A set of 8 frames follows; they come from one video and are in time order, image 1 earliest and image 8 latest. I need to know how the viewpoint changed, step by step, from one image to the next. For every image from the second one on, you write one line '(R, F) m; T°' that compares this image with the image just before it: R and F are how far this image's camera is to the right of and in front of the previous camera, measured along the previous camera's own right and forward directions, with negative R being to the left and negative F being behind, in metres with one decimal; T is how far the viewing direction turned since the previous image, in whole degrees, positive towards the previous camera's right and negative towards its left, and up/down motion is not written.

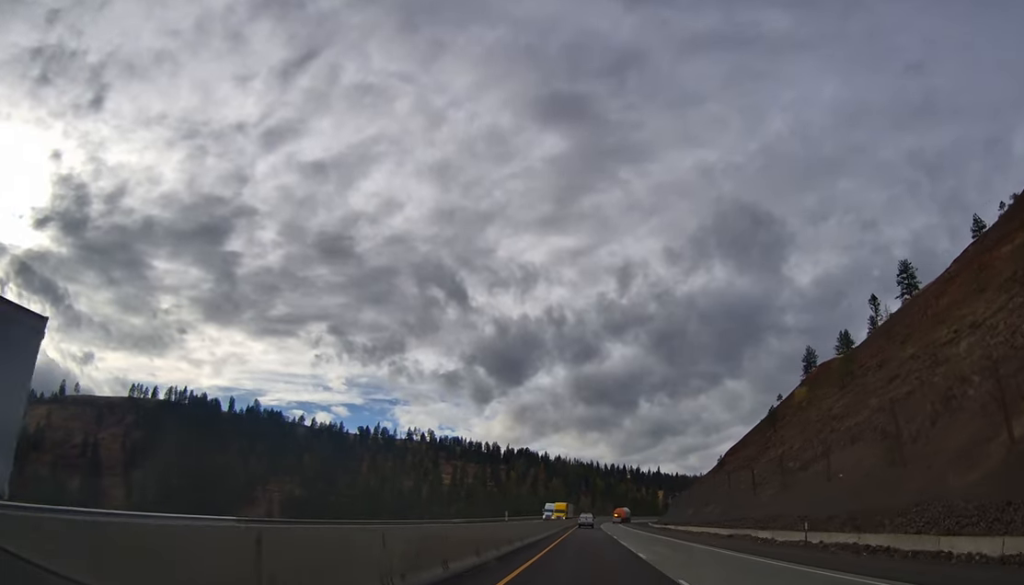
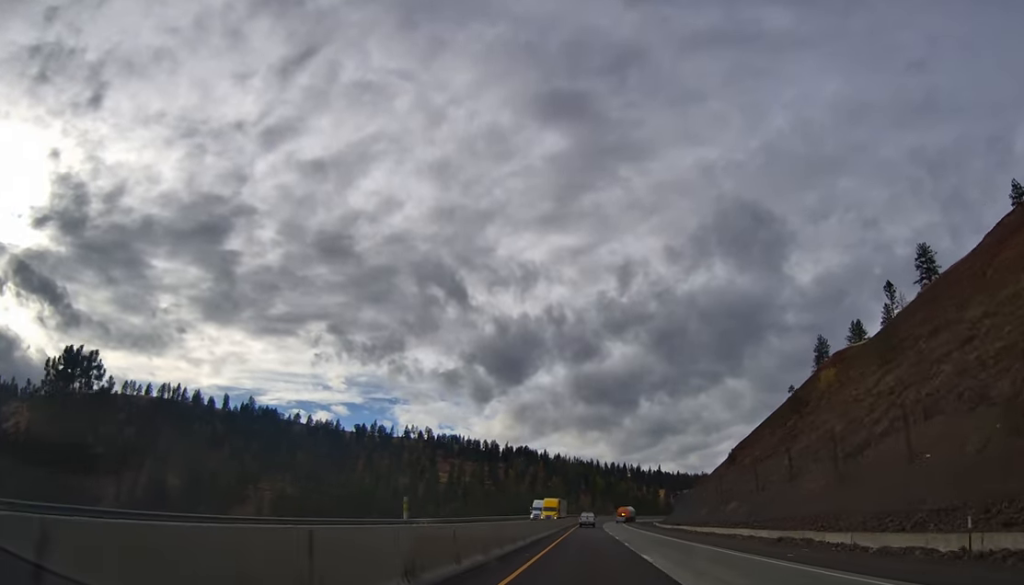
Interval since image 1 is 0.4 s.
(+0.3, +14.3) m; 0°
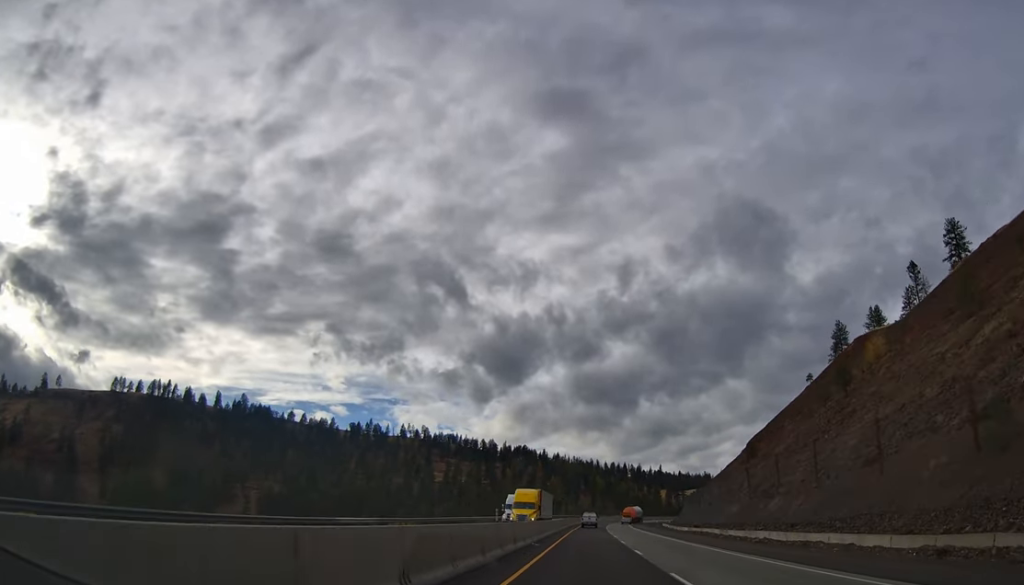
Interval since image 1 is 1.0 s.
(-0.2, +19.7) m; 0°
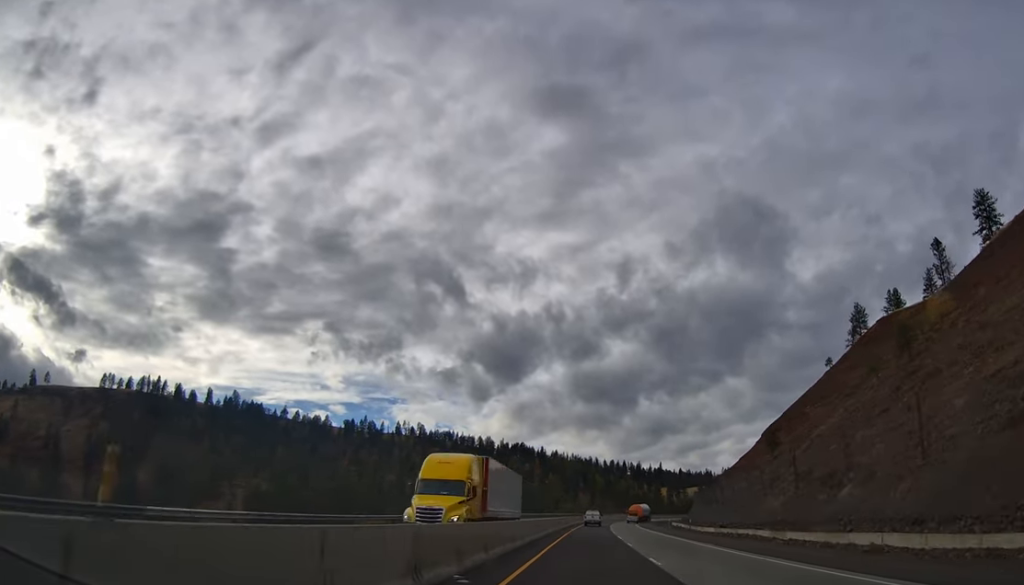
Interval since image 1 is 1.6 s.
(-0.2, +18.6) m; 0°
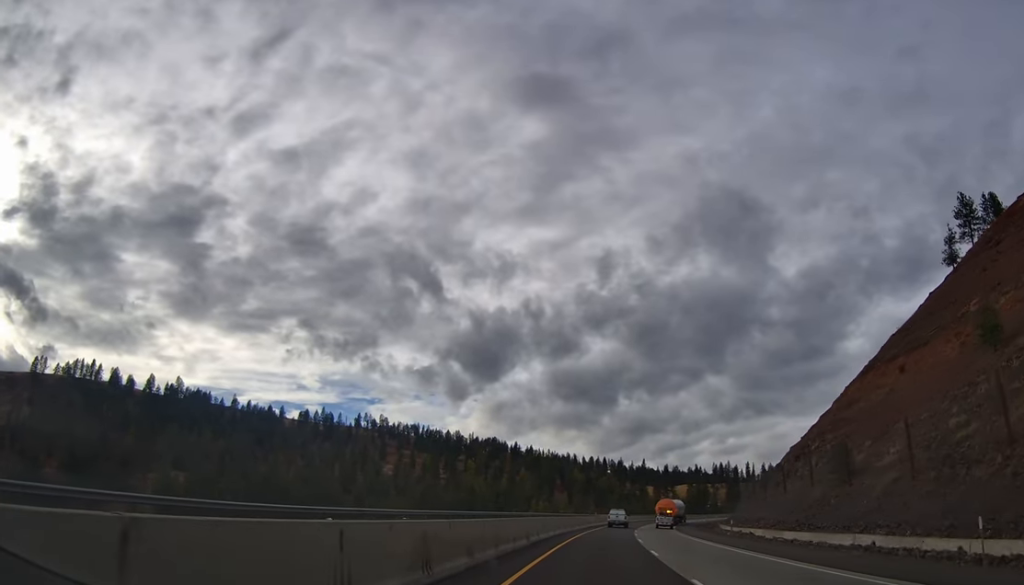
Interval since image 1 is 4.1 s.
(+0.5, +81.2) m; 0°
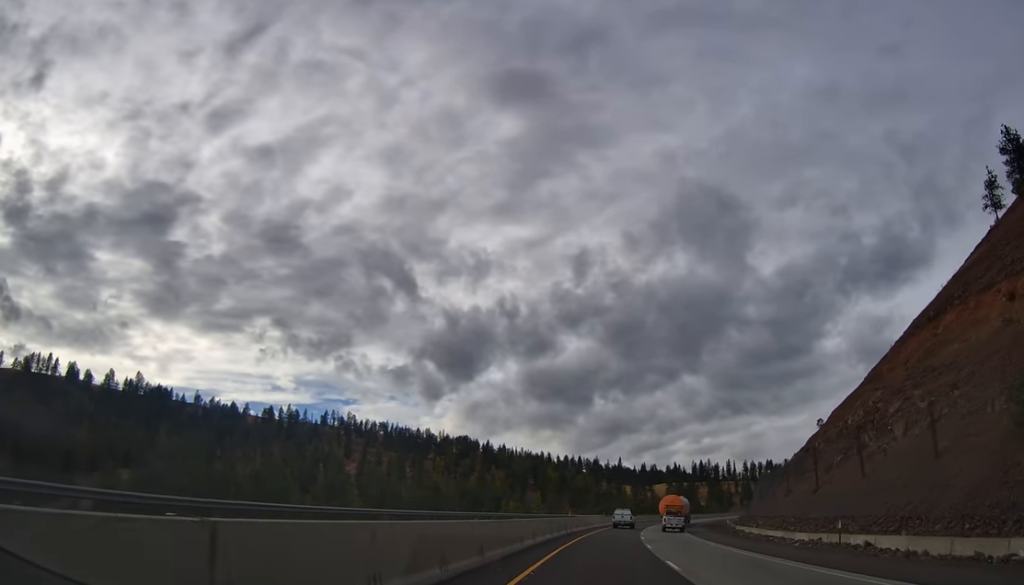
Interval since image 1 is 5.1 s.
(+0.1, +30.8) m; +1°
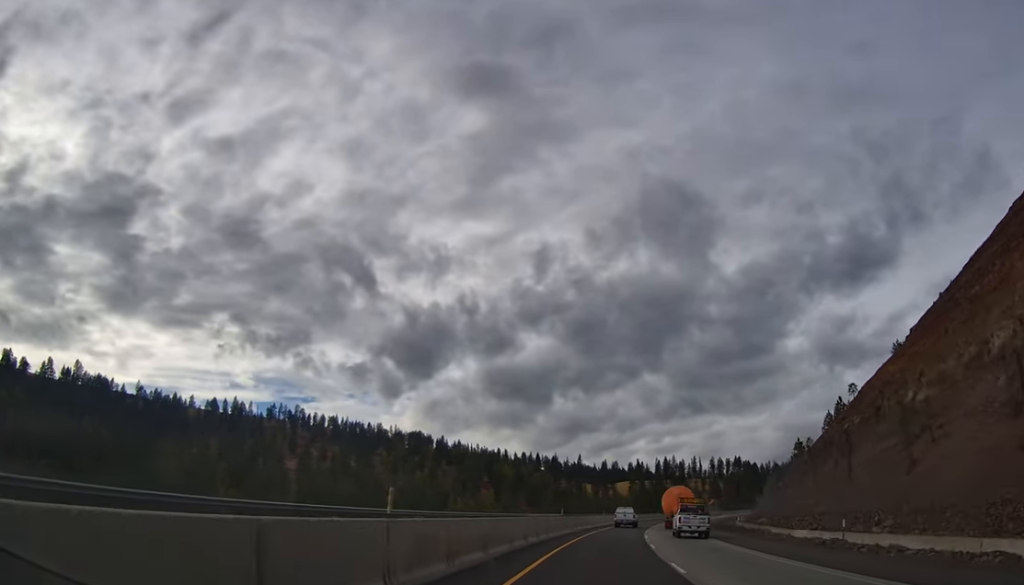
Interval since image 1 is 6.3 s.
(+0.8, +39.5) m; +2°
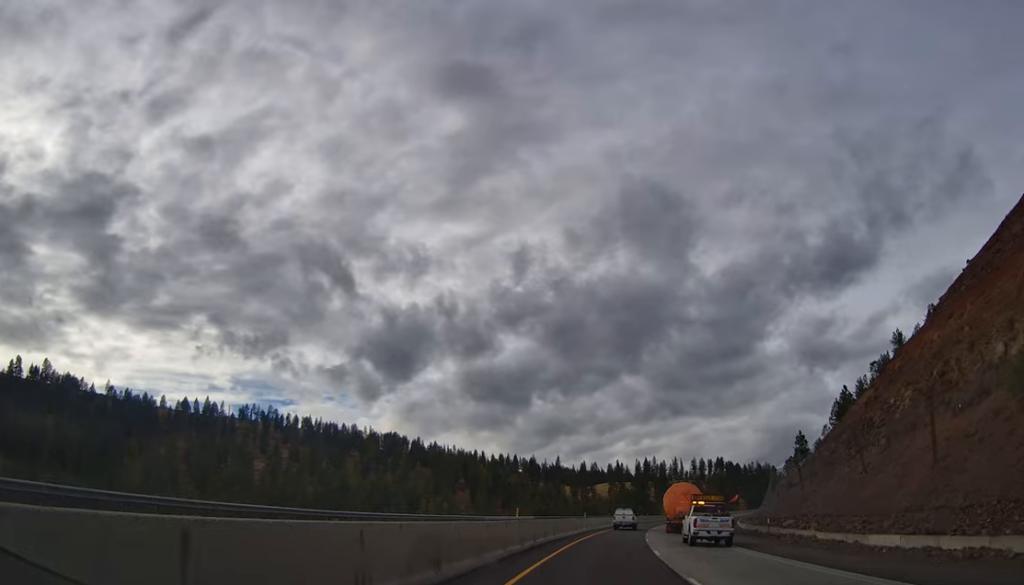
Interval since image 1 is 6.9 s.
(+0.2, +17.1) m; +1°
